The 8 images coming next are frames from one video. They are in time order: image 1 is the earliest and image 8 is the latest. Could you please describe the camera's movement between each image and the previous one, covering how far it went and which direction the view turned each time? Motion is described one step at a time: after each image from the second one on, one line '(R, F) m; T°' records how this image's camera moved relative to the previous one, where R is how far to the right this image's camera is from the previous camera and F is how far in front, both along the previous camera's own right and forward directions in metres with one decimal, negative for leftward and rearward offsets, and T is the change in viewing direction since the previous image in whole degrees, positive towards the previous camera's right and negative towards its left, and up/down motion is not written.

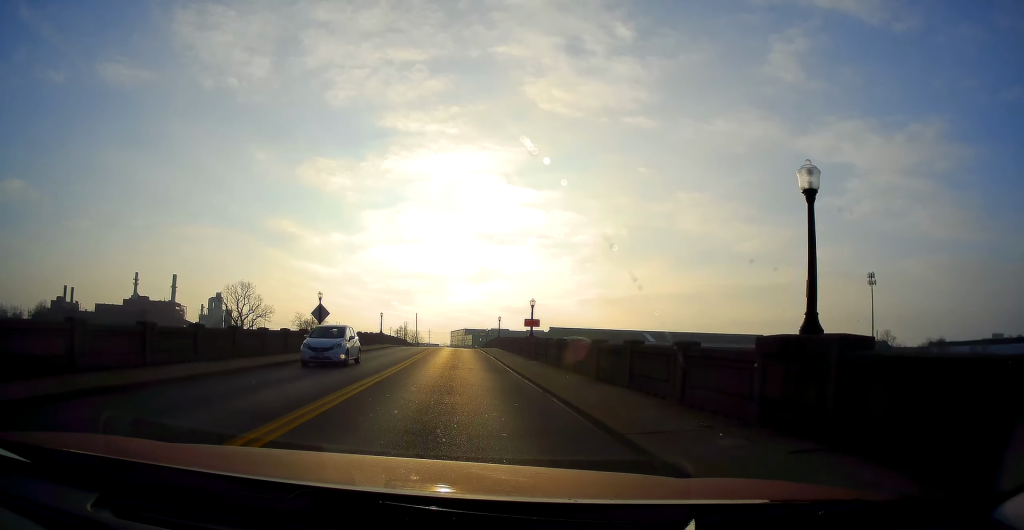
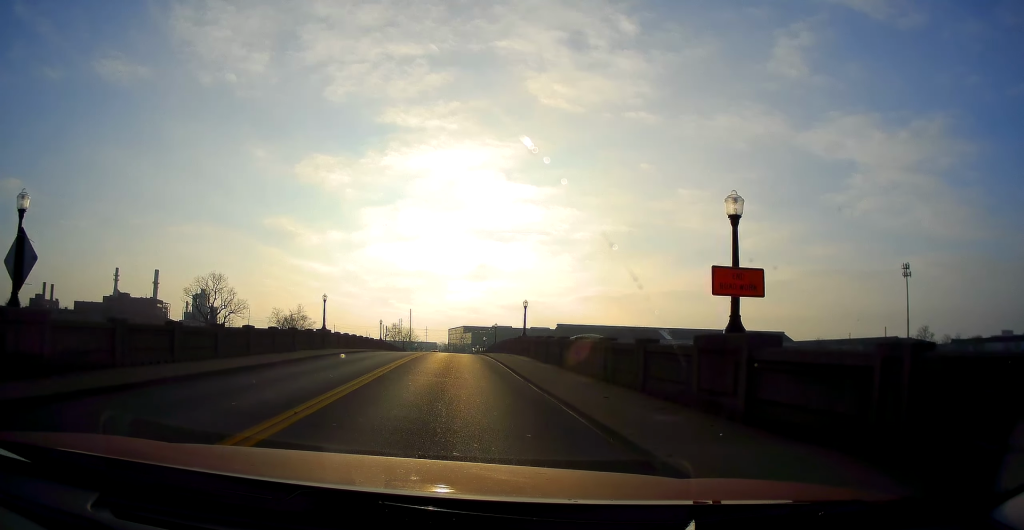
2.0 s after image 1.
(+0.7, +26.9) m; 0°
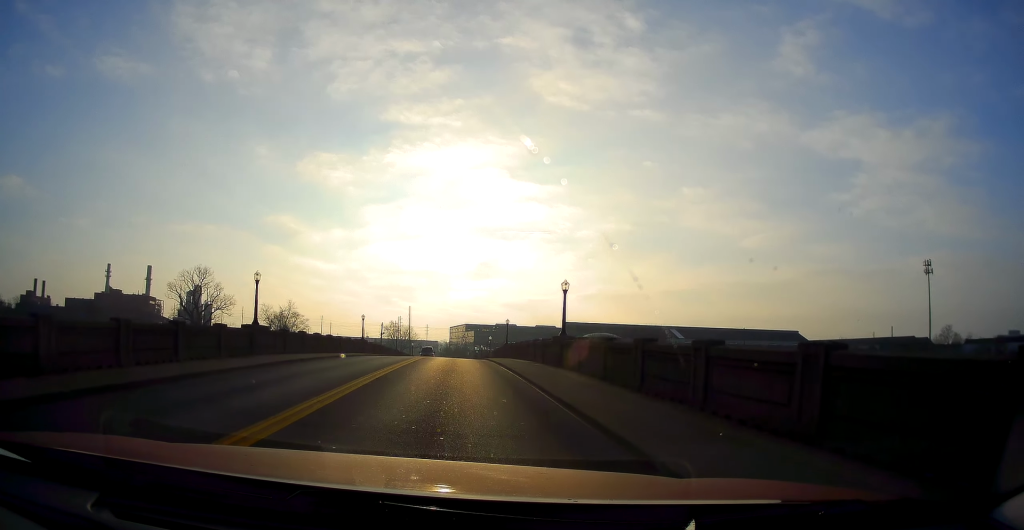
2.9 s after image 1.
(-0.2, +13.6) m; -1°
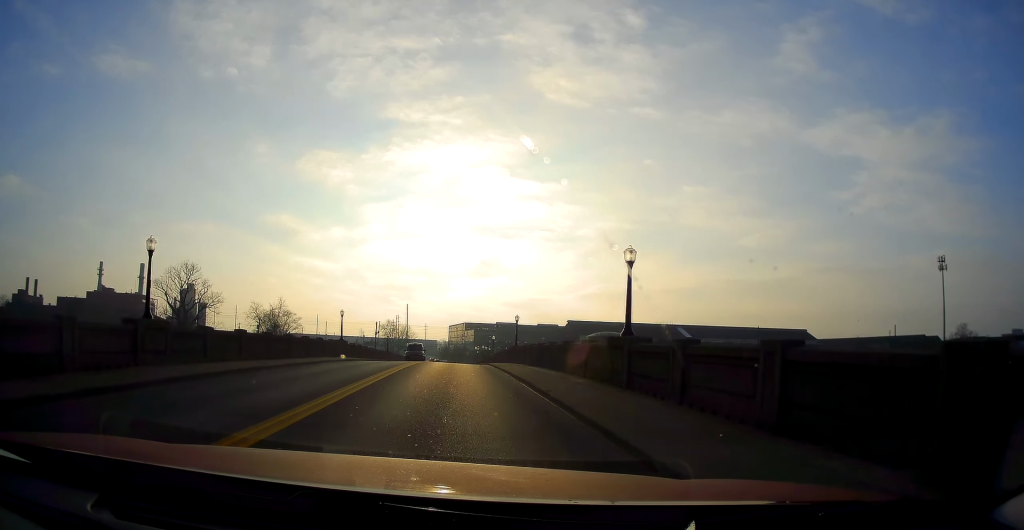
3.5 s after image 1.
(-0.1, +9.4) m; 0°
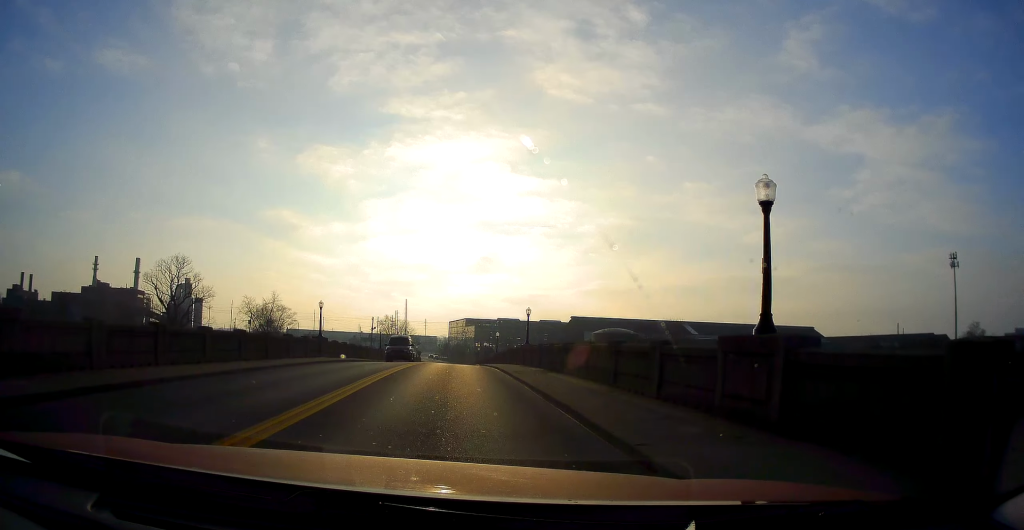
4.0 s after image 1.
(0.0, +7.0) m; 0°
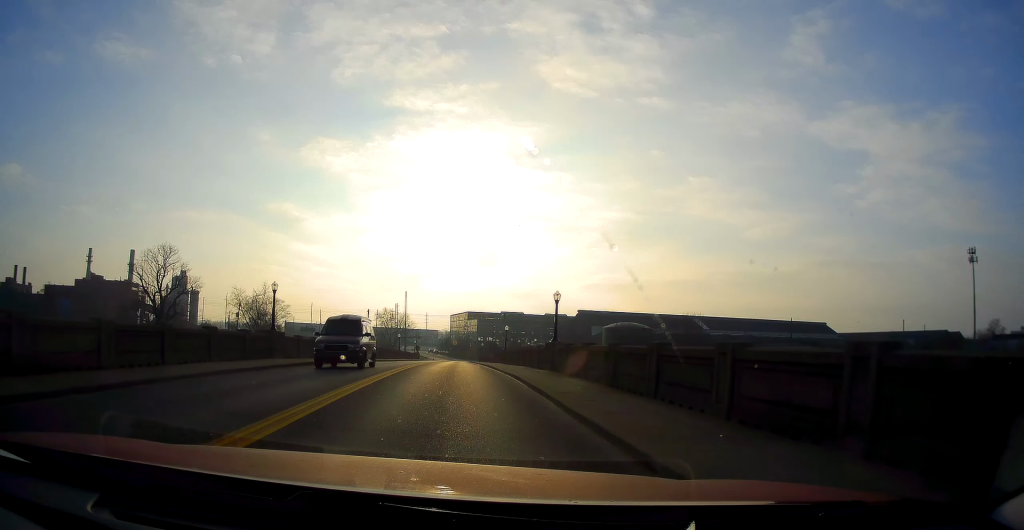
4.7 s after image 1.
(+0.1, +10.1) m; 0°
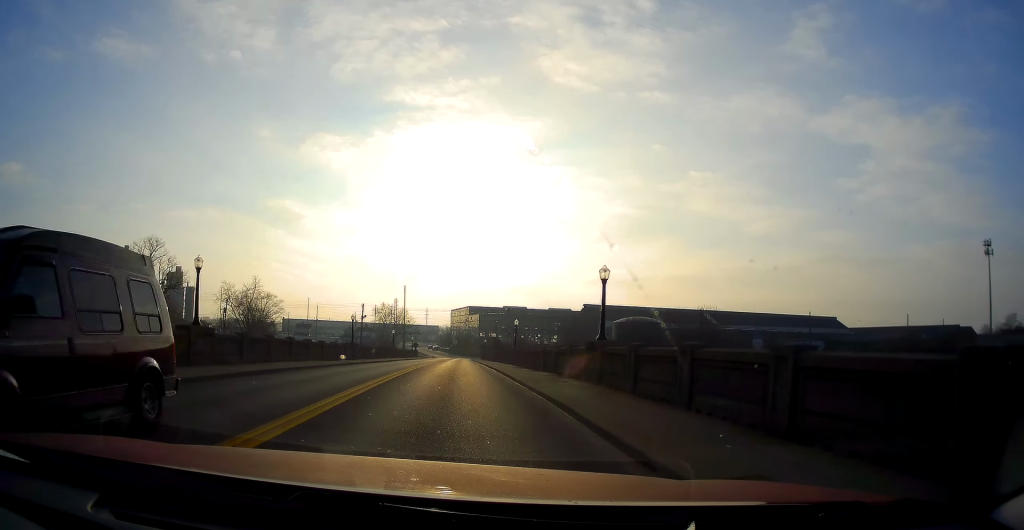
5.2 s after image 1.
(+0.1, +8.7) m; 0°
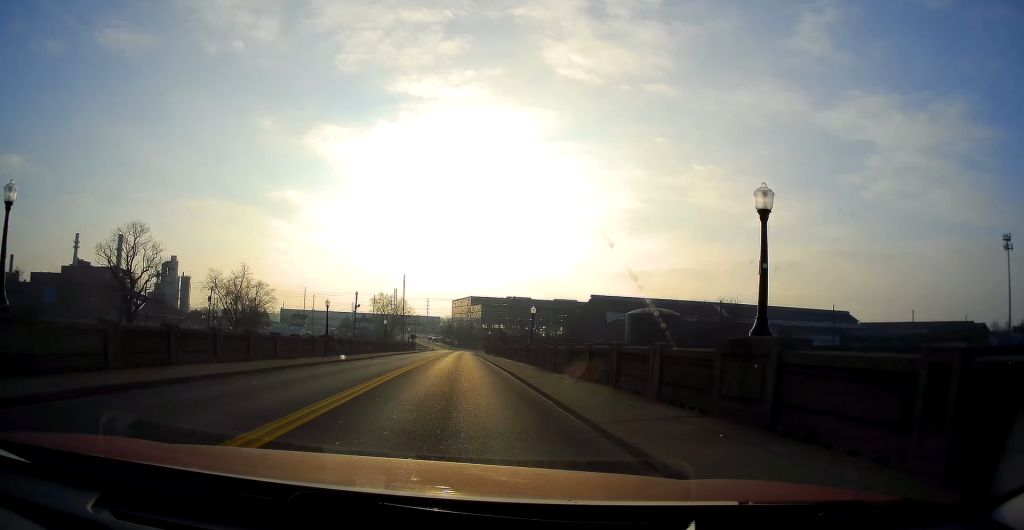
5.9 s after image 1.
(-0.1, +9.9) m; 0°
